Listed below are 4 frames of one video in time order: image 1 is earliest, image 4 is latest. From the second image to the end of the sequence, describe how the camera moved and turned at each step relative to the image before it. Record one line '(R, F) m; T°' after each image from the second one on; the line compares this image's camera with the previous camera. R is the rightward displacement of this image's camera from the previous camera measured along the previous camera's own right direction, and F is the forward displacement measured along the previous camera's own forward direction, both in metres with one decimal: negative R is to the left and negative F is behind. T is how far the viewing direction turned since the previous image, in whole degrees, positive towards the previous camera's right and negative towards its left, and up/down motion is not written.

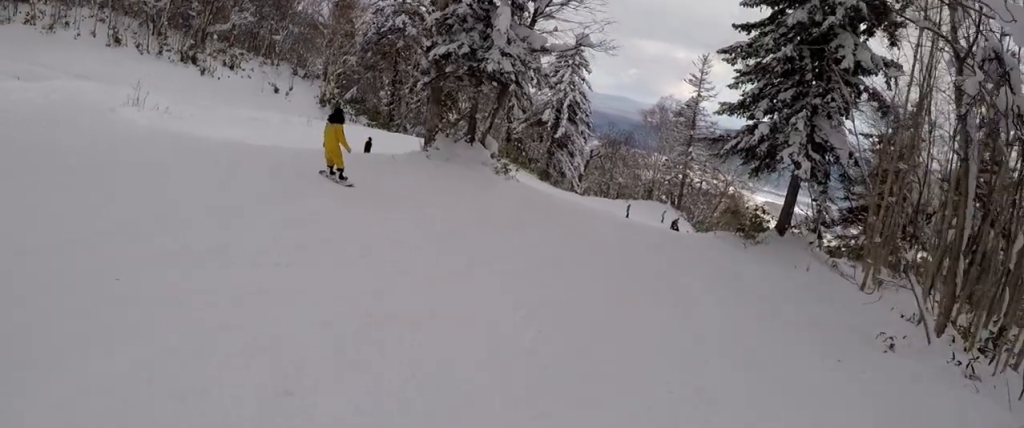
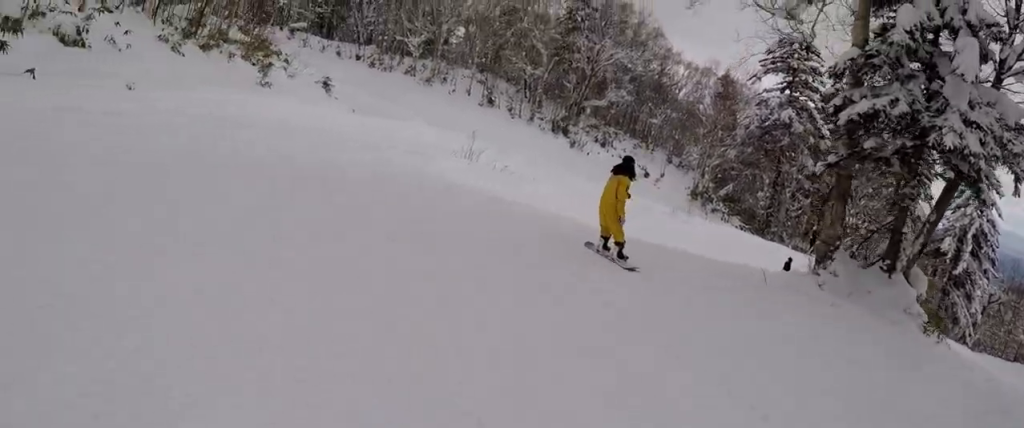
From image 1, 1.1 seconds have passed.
(-2.3, +4.4) m; -41°
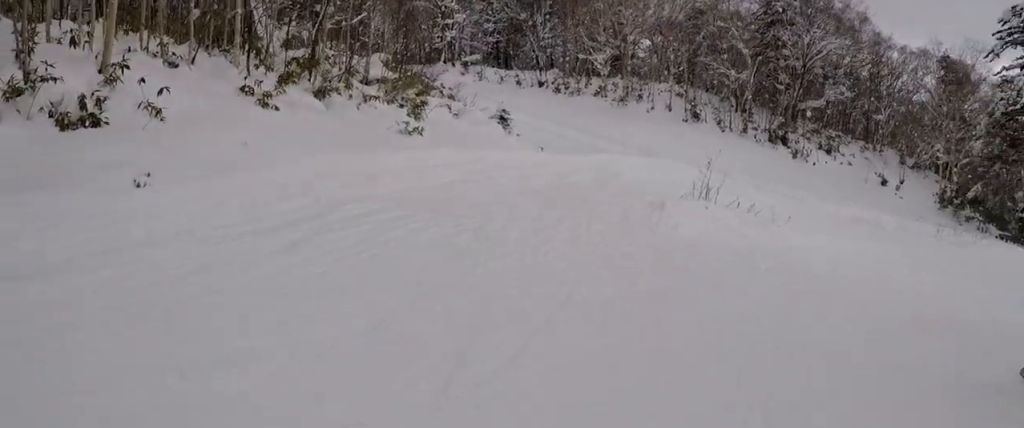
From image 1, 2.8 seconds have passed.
(-1.5, +6.4) m; -16°
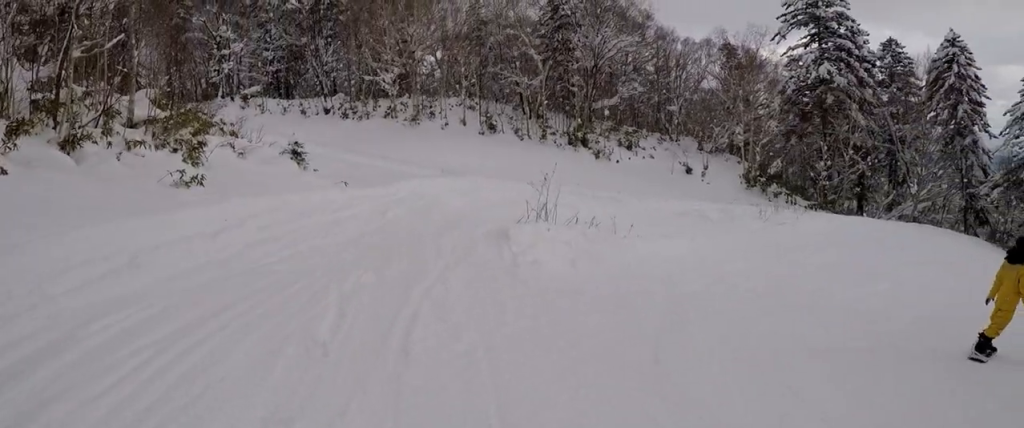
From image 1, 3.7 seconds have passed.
(0.0, +2.9) m; +2°
